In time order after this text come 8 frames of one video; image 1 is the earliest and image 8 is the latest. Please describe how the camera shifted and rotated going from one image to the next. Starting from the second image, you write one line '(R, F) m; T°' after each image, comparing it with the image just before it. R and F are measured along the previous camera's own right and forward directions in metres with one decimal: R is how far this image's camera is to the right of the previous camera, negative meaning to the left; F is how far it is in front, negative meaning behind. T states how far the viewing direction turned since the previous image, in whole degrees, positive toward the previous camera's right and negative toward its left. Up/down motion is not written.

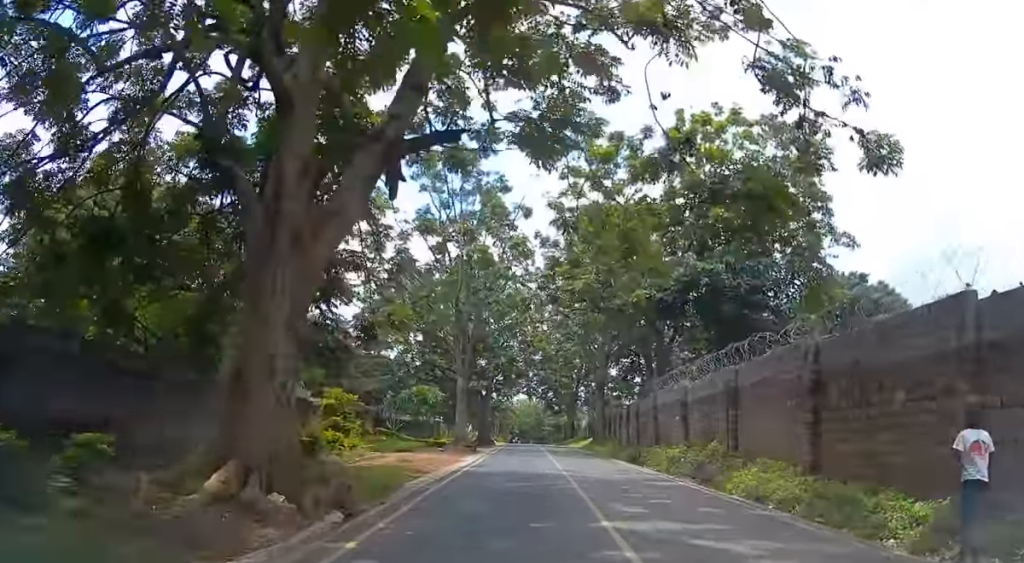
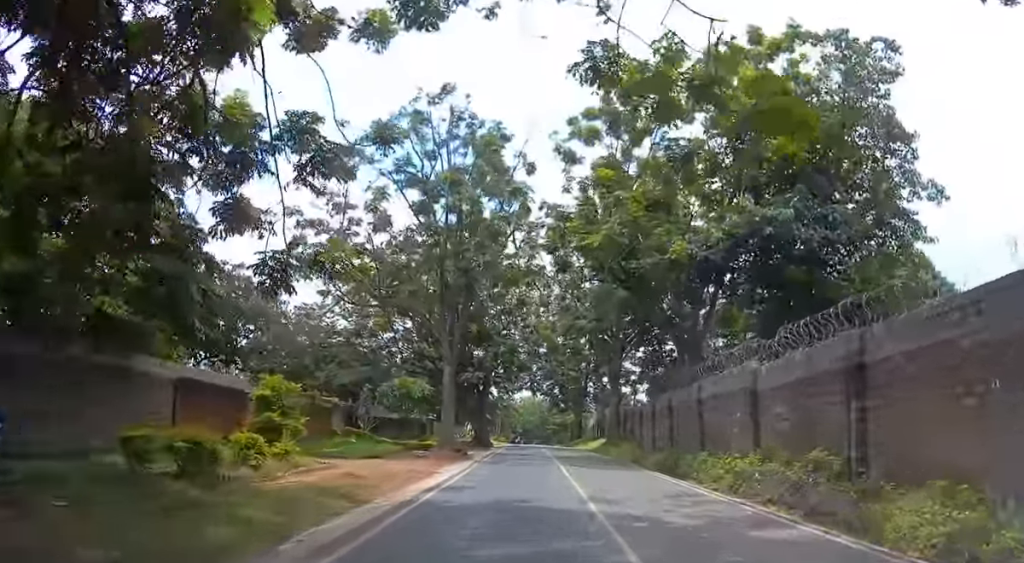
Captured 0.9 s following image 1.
(0.0, +7.9) m; 0°
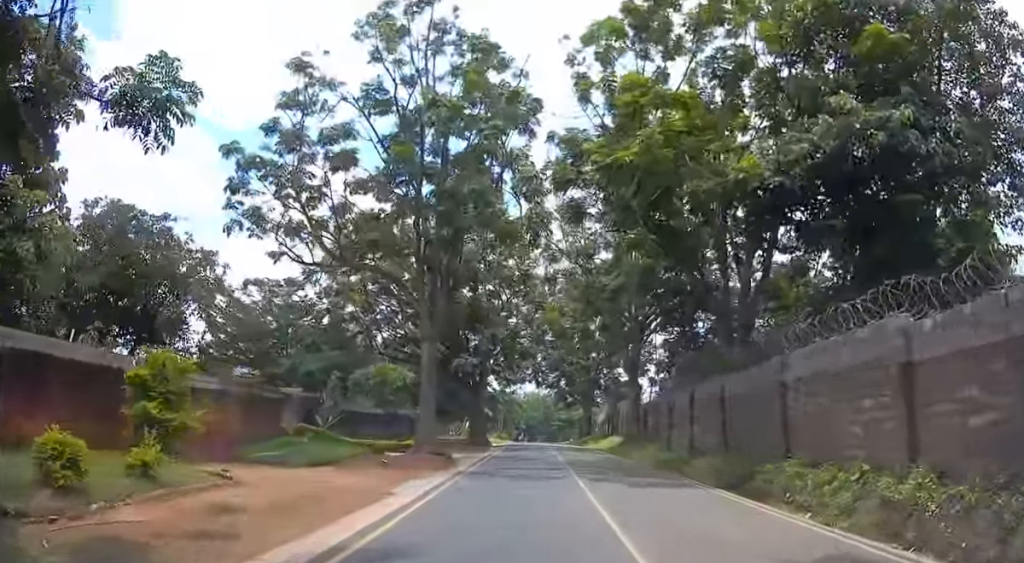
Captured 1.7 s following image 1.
(0.0, +7.8) m; 0°
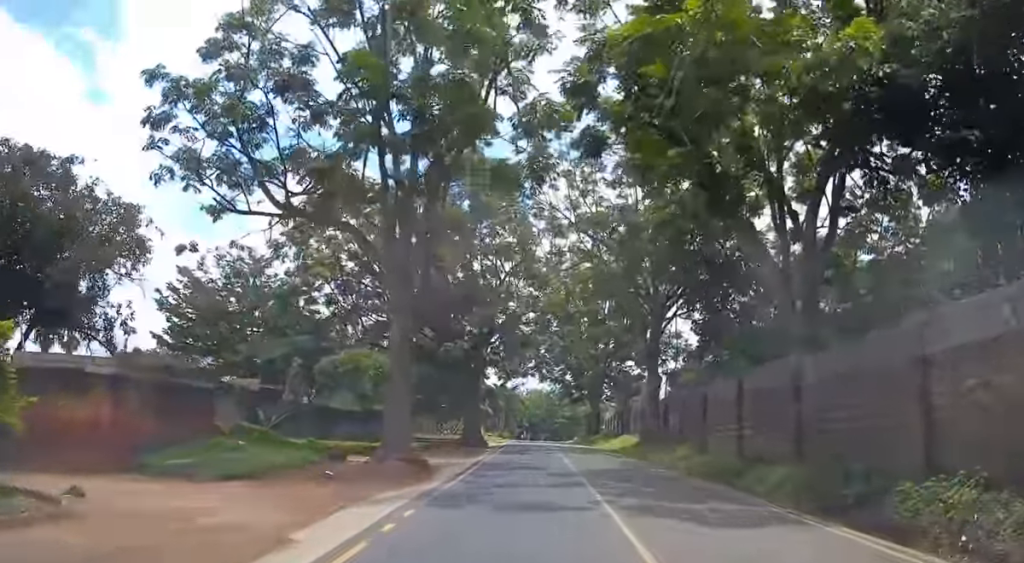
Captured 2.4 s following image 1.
(0.0, +6.4) m; 0°
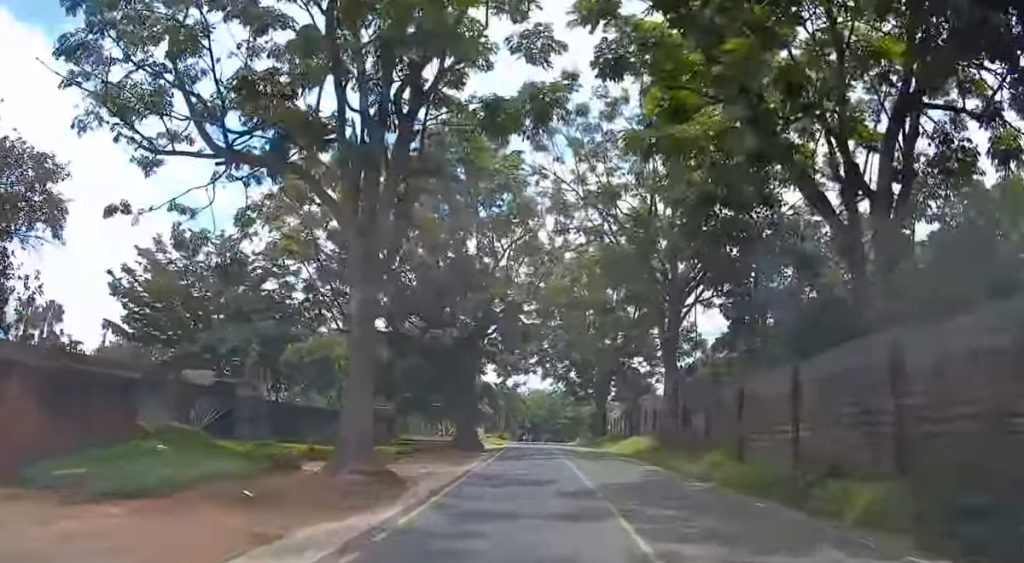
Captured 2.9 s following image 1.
(0.0, +4.9) m; 0°
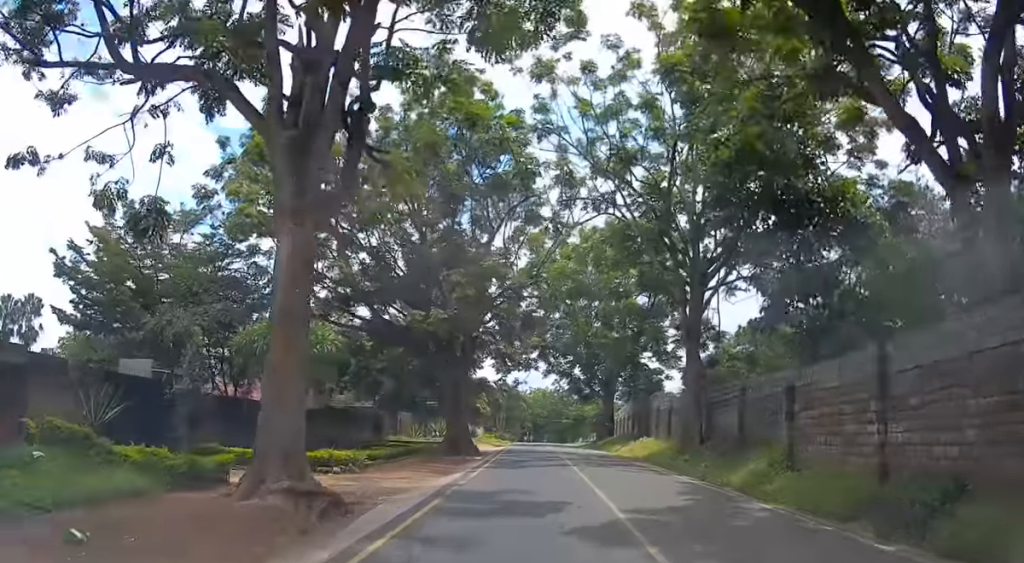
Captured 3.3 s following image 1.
(0.0, +4.8) m; 0°
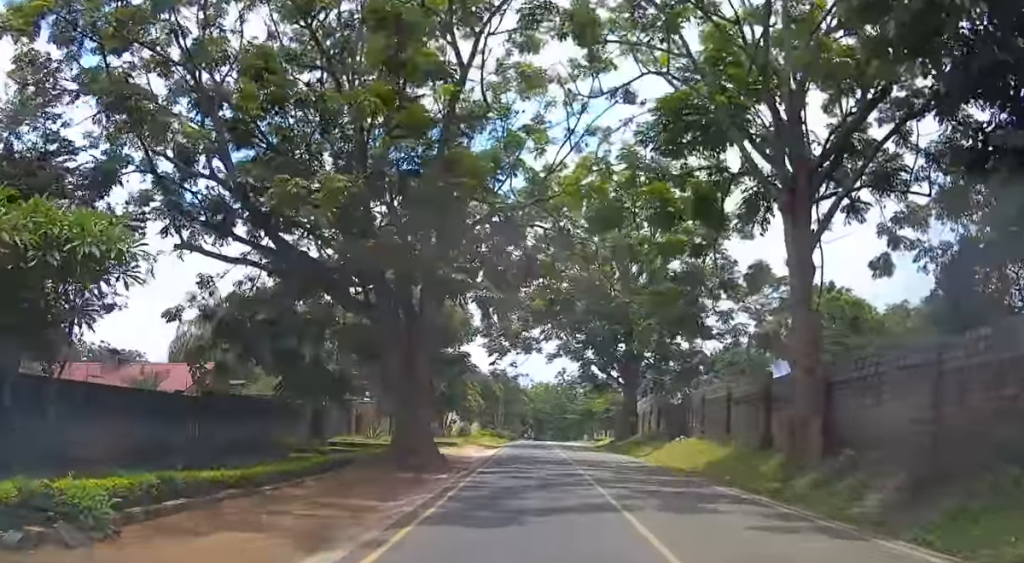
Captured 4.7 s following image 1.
(0.0, +12.9) m; 0°
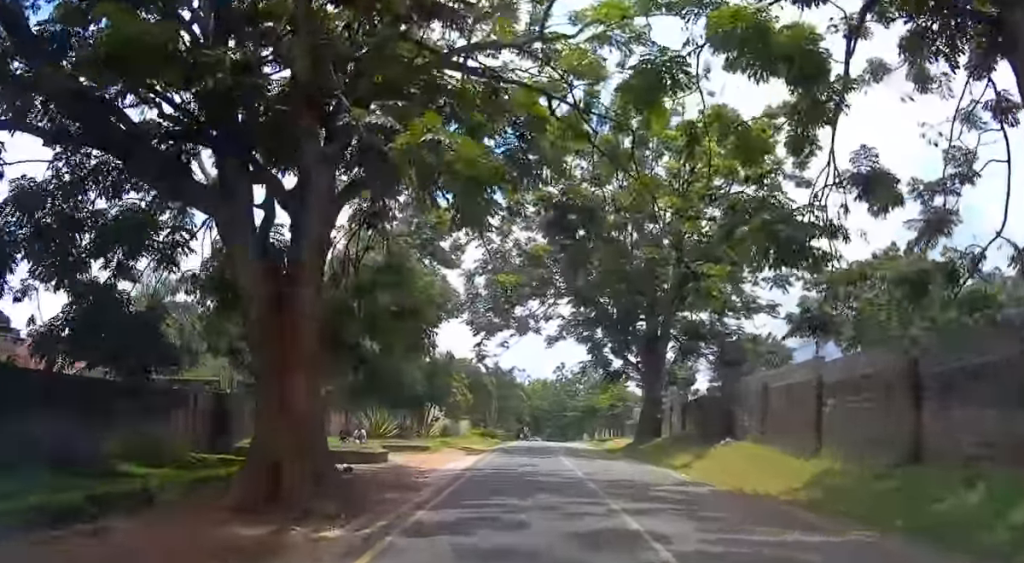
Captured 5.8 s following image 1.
(0.0, +10.0) m; 0°
